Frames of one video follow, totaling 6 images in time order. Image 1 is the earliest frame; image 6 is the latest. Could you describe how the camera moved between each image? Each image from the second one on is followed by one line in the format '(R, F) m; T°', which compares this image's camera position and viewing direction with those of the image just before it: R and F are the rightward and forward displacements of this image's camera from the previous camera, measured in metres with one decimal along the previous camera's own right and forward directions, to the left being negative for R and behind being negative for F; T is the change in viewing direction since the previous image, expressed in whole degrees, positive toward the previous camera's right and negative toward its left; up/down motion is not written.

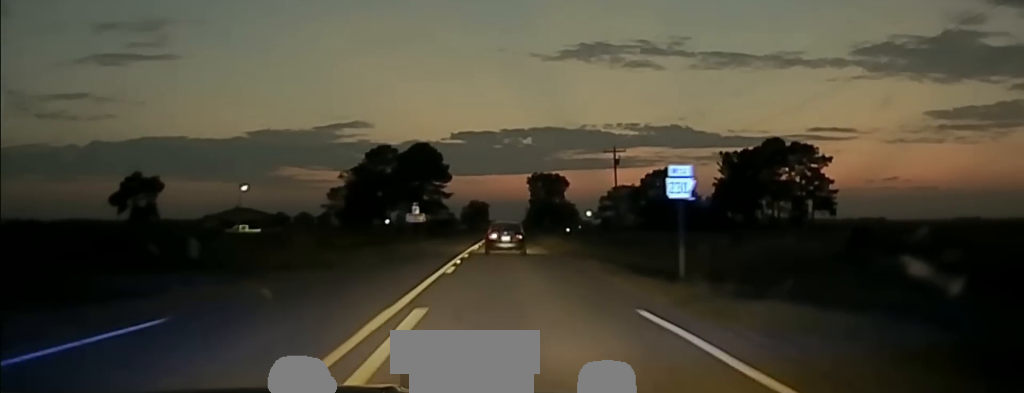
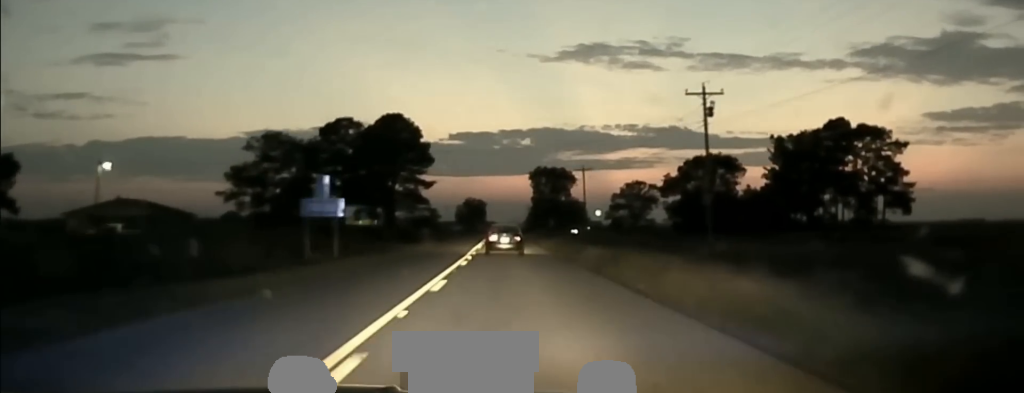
(-0.2, +37.2) m; 0°
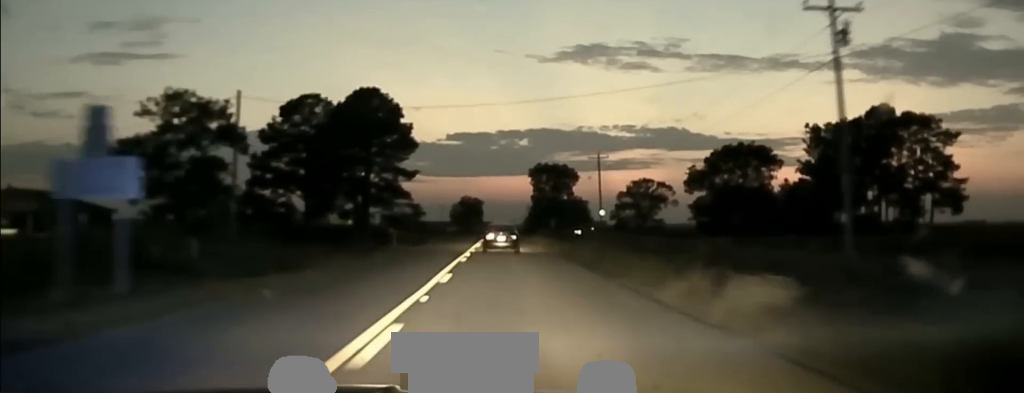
(+0.3, +20.0) m; +1°
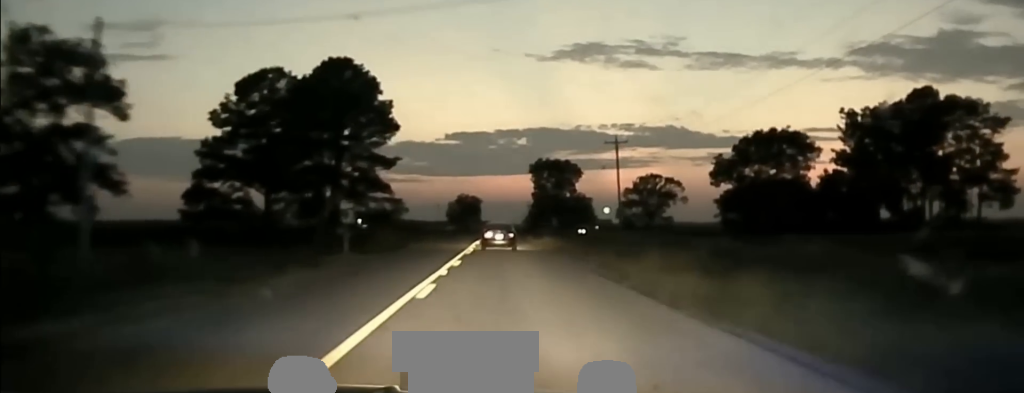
(0.0, +17.8) m; -1°
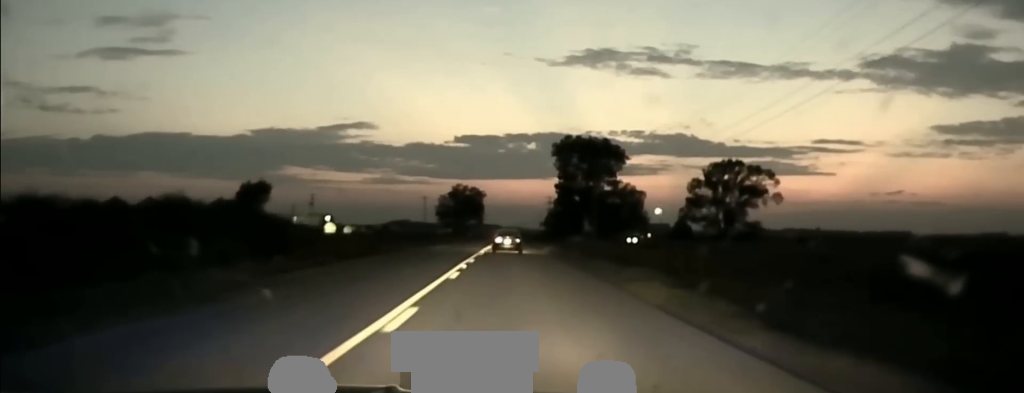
(-0.3, +90.5) m; -1°
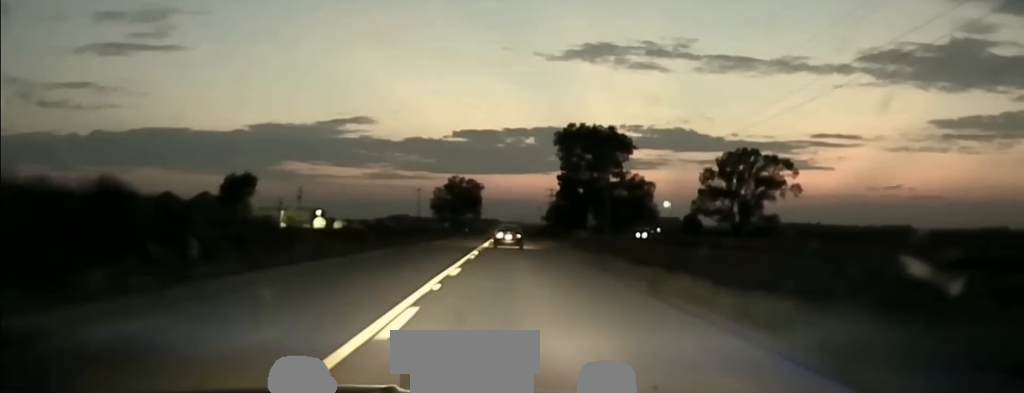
(-0.1, +12.1) m; 0°
